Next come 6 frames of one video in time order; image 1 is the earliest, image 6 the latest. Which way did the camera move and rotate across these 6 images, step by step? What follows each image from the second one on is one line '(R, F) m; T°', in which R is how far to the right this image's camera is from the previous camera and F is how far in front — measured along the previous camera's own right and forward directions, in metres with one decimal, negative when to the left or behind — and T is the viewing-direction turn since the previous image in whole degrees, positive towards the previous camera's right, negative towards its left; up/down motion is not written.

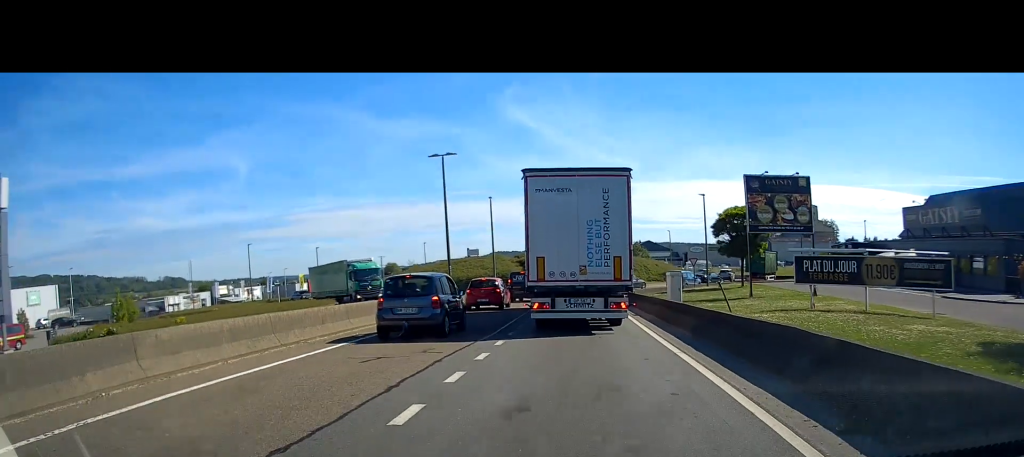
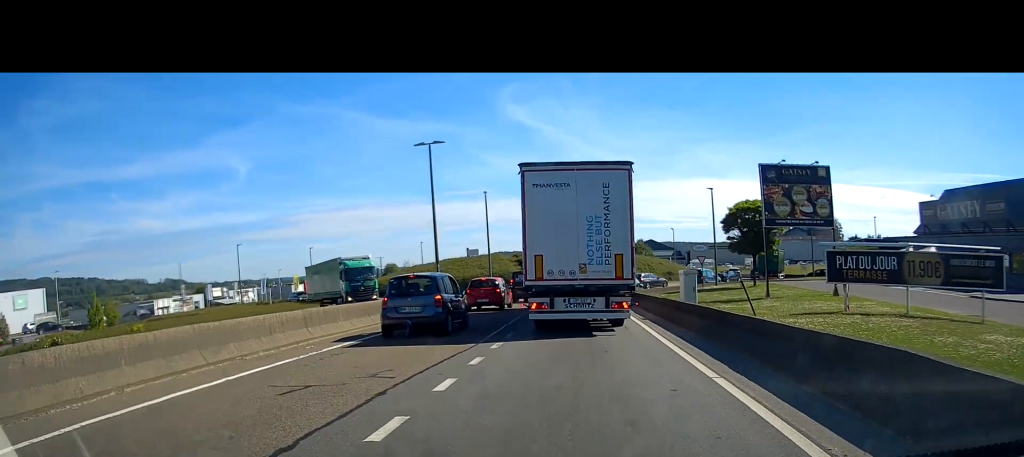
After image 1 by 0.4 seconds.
(0.0, +2.9) m; -1°
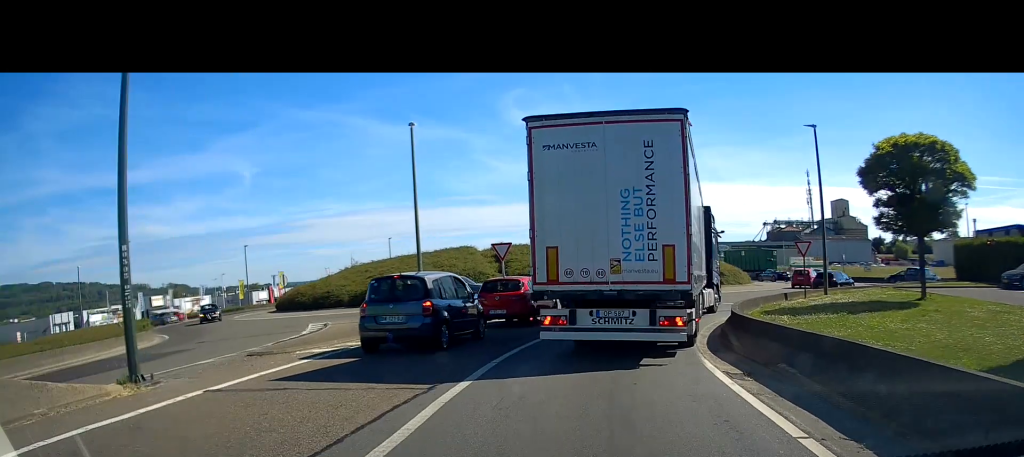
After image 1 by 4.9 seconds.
(-0.5, +21.7) m; -3°
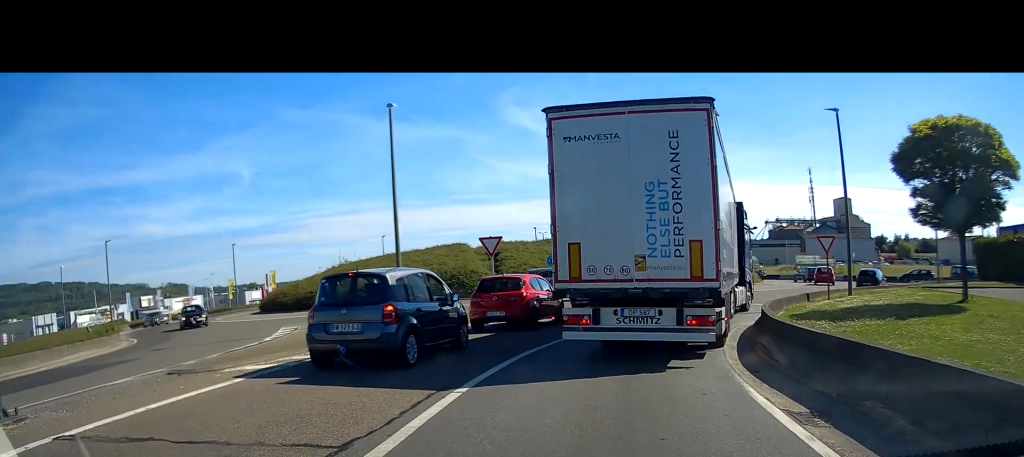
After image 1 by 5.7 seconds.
(0.0, +2.8) m; -1°
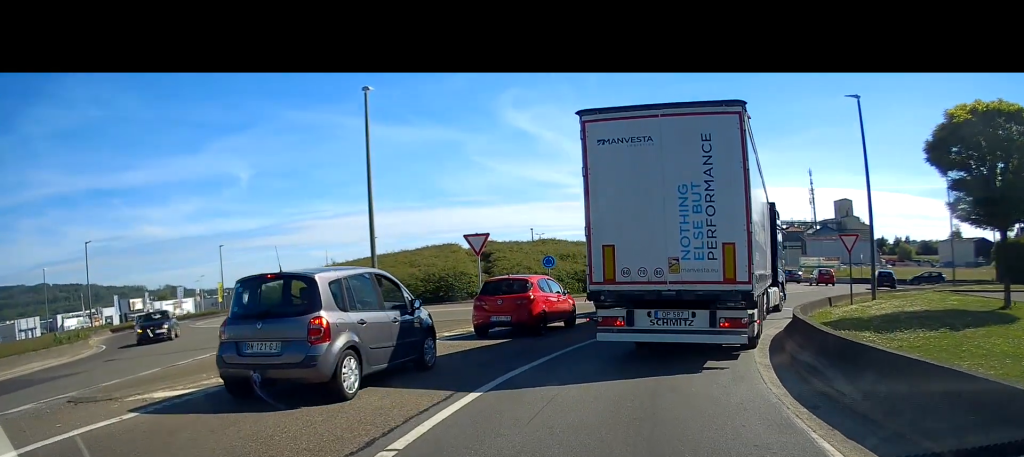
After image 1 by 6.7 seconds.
(0.0, +2.8) m; 0°
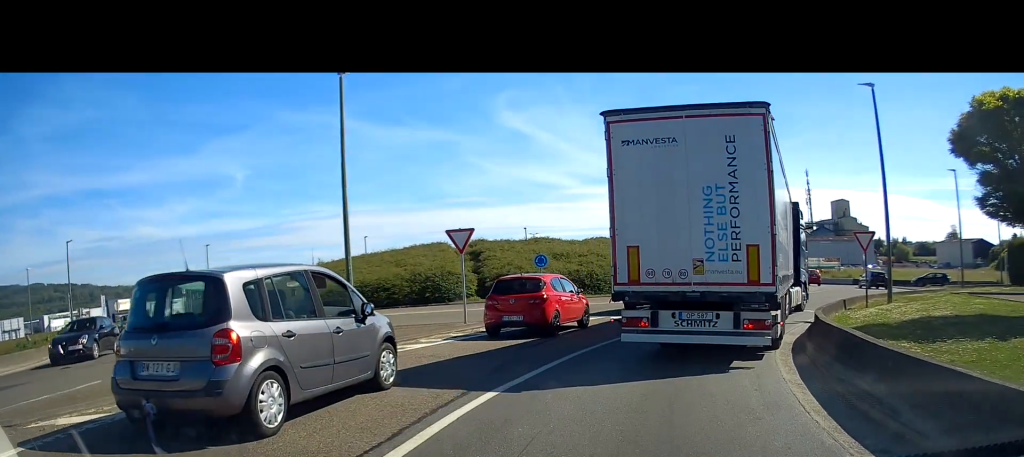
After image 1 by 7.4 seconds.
(0.0, +1.9) m; +1°
